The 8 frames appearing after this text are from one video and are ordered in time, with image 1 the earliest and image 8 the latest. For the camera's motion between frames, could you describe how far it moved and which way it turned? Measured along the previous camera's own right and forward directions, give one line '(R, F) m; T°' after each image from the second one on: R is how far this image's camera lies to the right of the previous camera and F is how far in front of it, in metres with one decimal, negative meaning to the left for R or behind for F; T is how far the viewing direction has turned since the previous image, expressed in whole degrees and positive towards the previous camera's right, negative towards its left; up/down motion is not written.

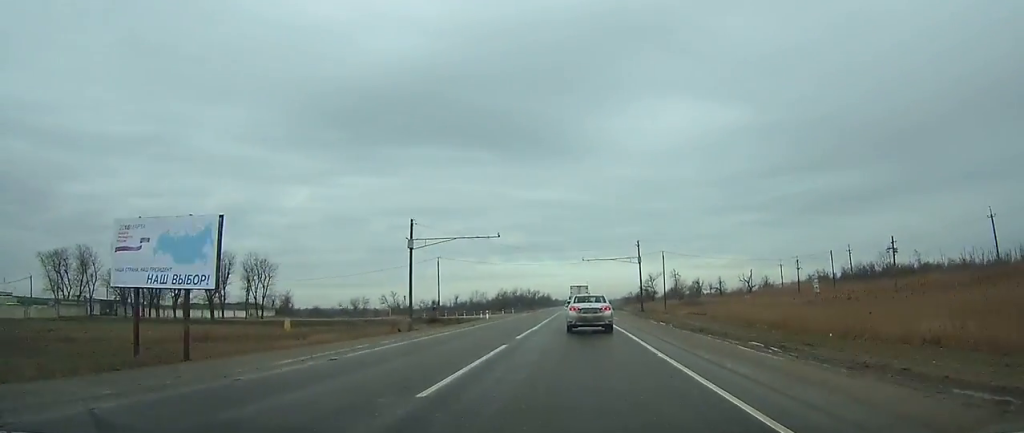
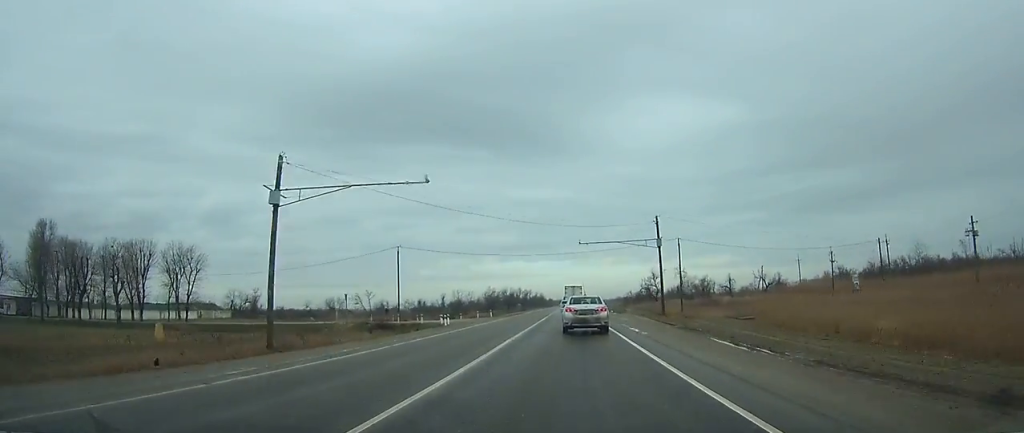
(+0.1, +18.7) m; 0°
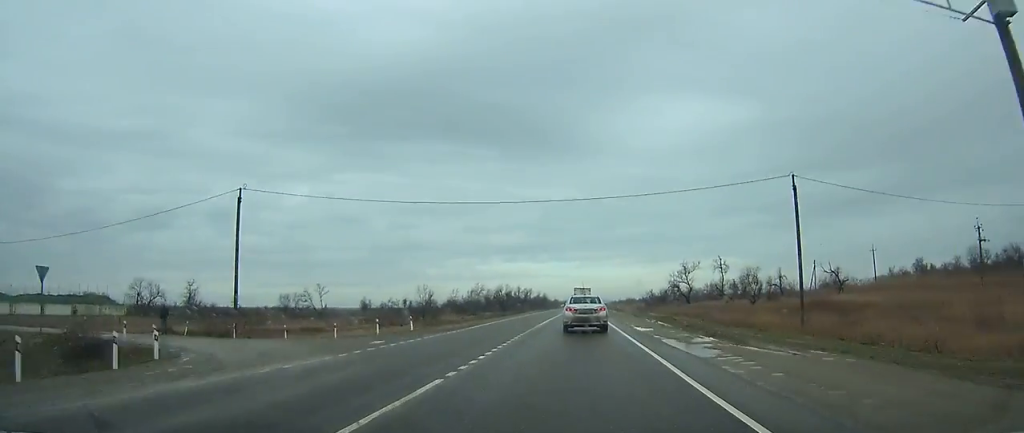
(-0.1, +38.4) m; 0°
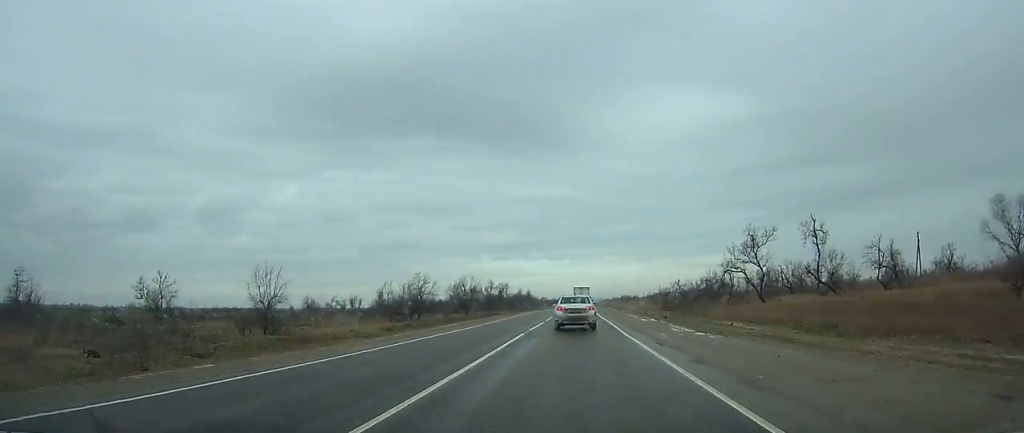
(+0.2, +54.4) m; +1°
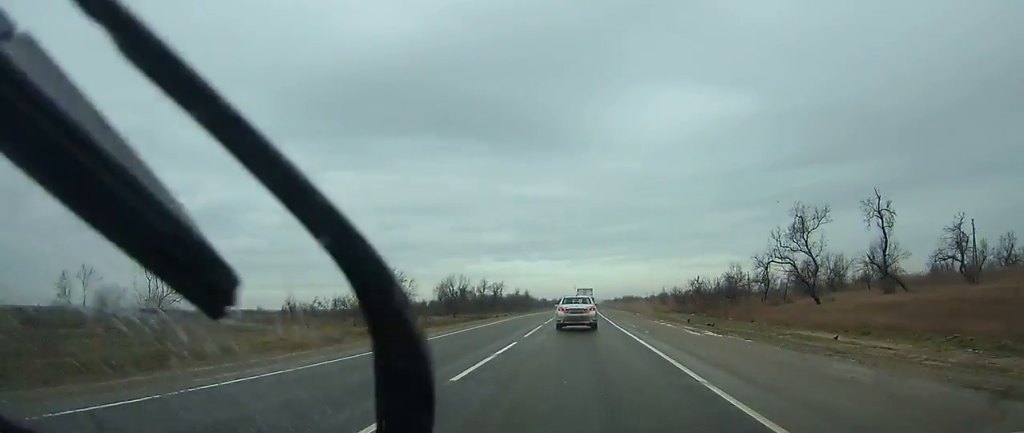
(0.0, +16.2) m; 0°
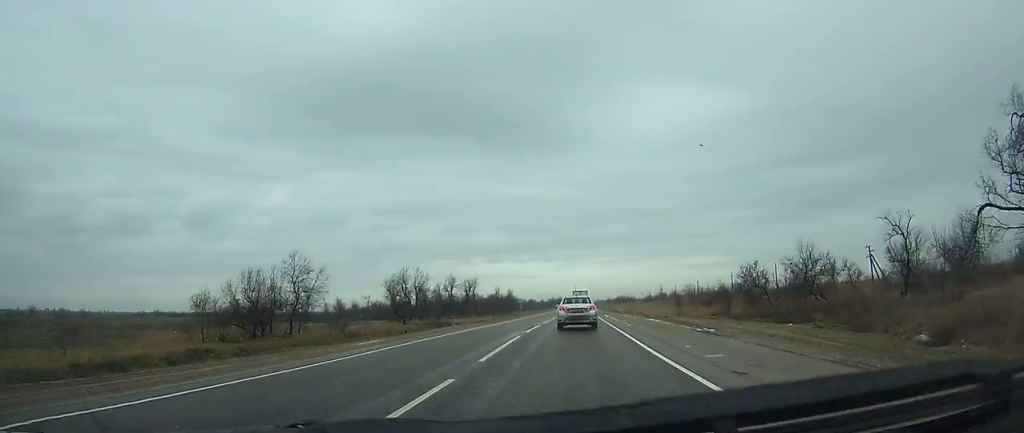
(+0.1, +32.5) m; +1°
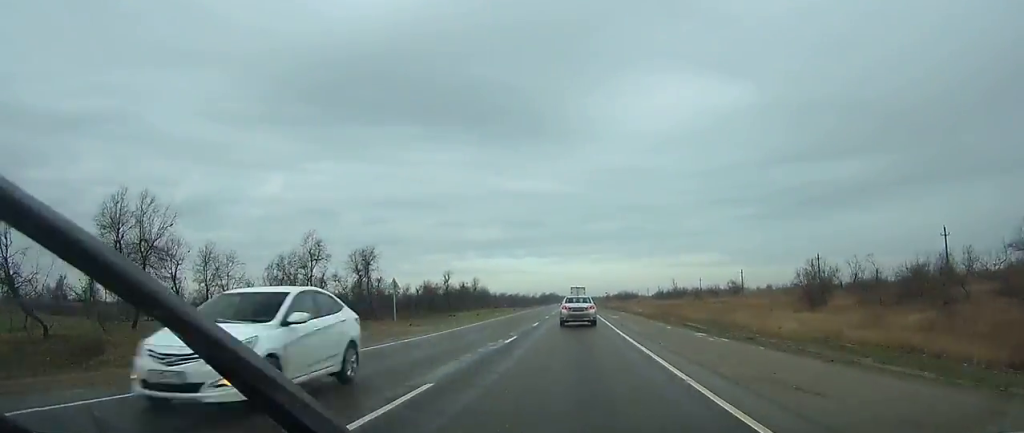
(+0.7, +72.5) m; +1°
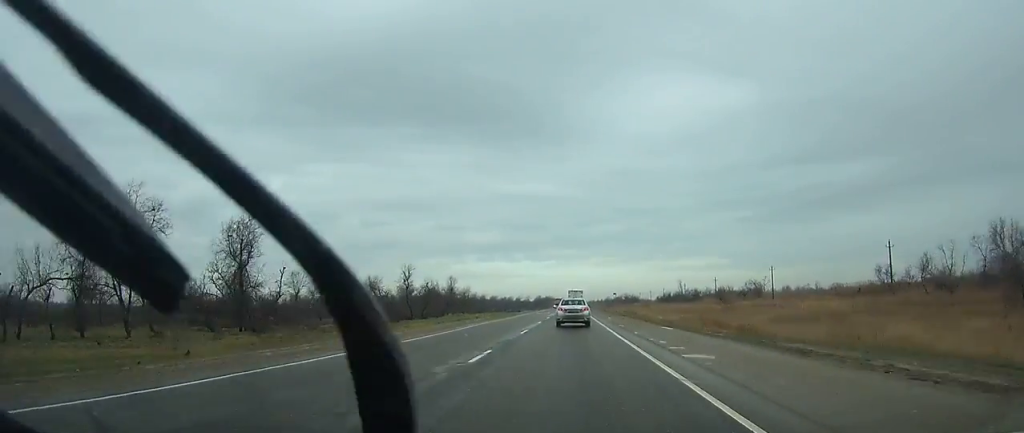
(0.0, +29.7) m; 0°
